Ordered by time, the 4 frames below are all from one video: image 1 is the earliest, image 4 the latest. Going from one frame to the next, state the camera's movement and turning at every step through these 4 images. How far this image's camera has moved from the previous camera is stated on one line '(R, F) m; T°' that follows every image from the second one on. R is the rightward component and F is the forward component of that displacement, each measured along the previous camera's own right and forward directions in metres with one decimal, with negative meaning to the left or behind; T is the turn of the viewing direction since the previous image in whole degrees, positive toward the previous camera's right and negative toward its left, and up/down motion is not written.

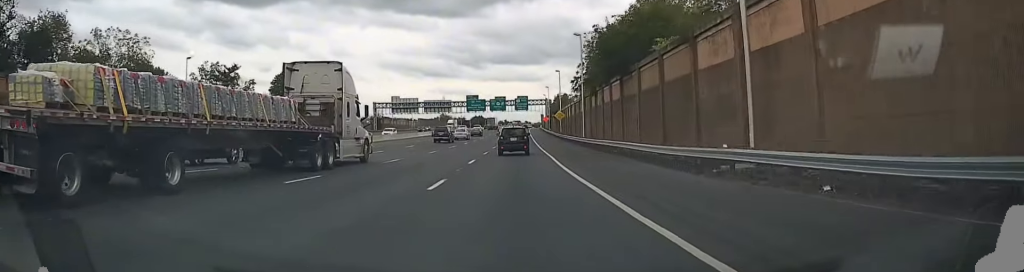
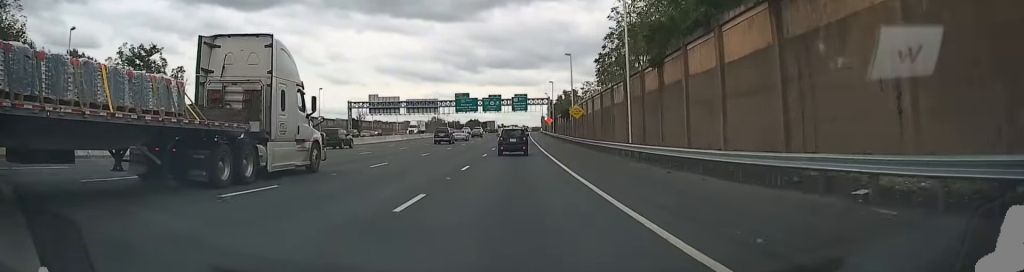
(+0.2, +28.4) m; -1°
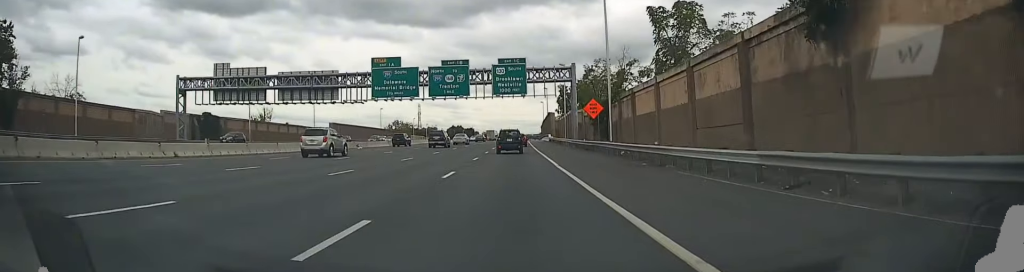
(+0.2, +89.7) m; +1°
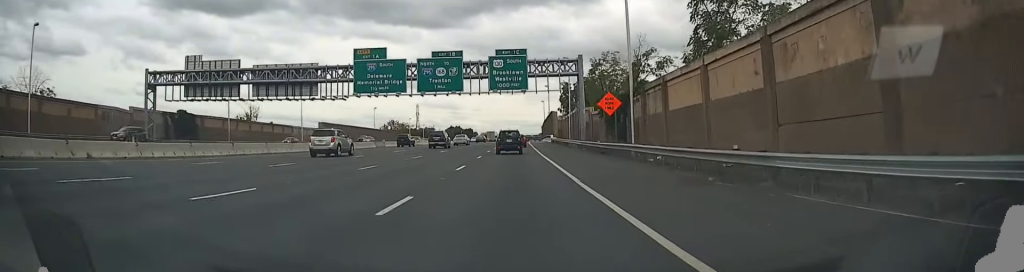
(-0.1, +8.5) m; 0°
